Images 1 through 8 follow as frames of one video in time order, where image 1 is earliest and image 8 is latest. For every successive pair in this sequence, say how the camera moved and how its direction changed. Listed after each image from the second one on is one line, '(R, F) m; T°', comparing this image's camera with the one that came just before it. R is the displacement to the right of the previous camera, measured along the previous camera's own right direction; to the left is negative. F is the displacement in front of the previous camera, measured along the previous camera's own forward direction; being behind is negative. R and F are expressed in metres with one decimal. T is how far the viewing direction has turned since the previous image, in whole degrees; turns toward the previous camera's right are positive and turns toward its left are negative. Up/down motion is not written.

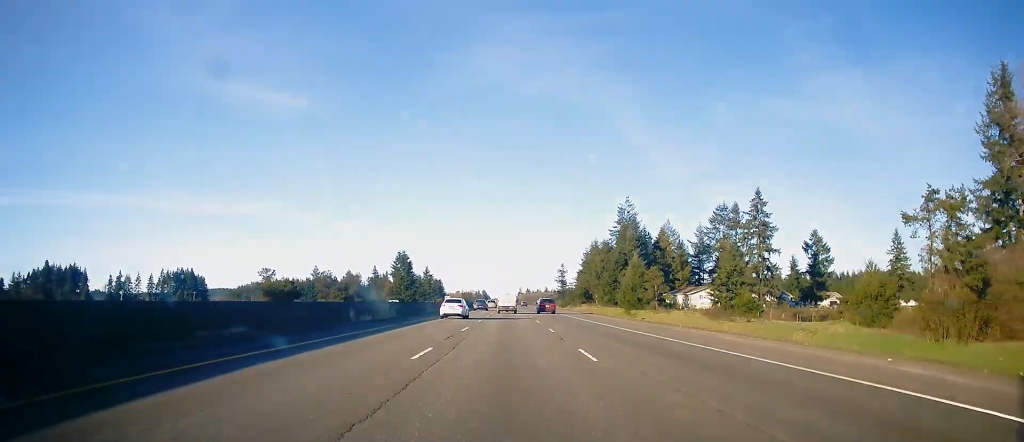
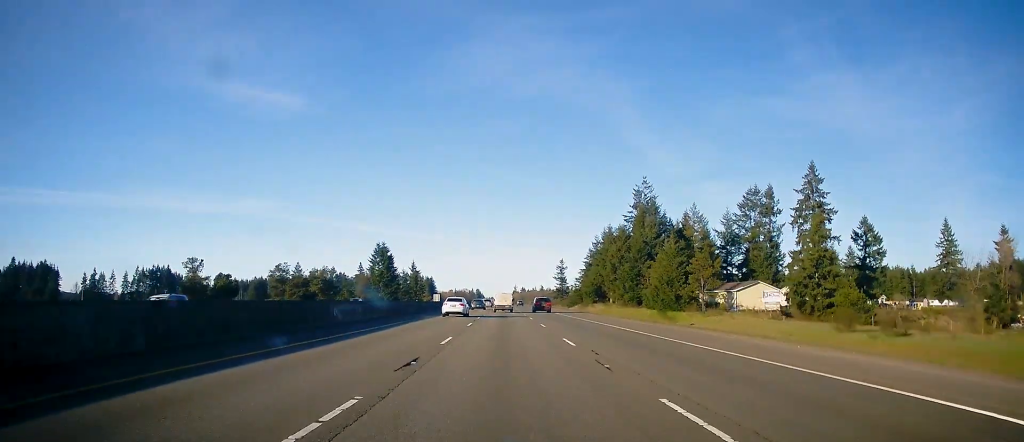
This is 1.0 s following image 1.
(0.0, +32.1) m; 0°
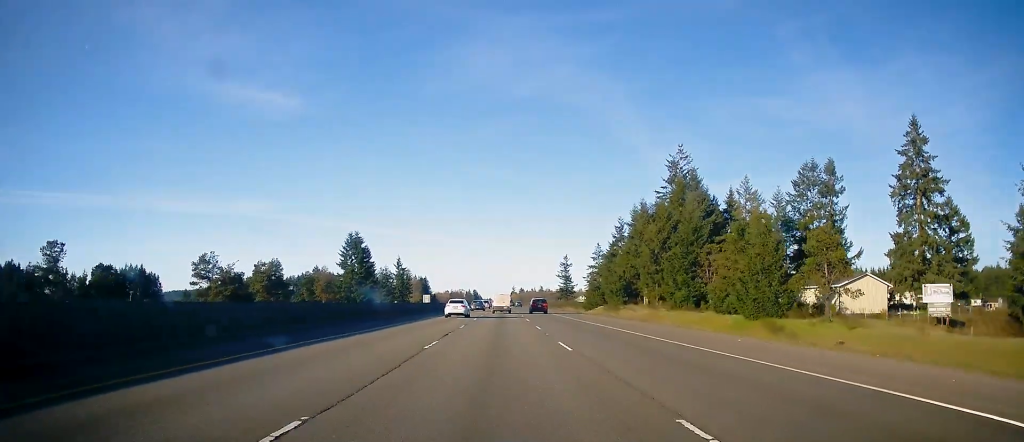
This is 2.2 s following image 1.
(0.0, +37.8) m; 0°
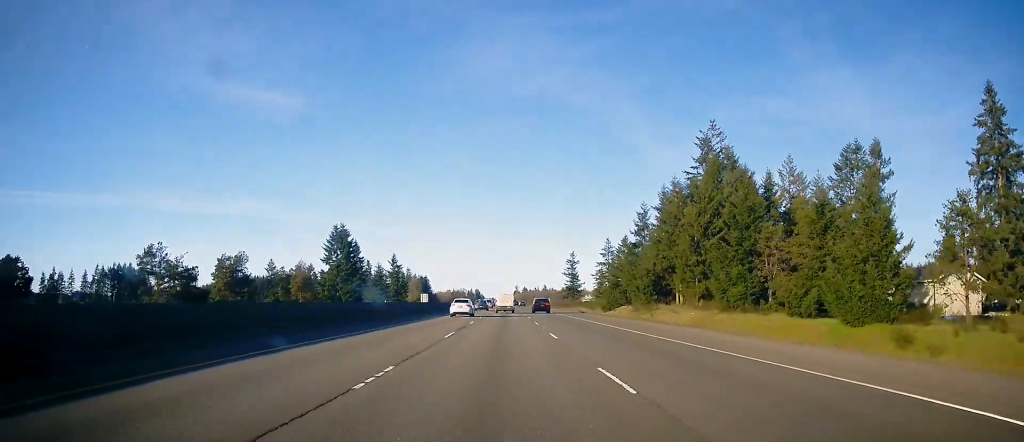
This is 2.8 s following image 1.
(0.0, +19.6) m; 0°
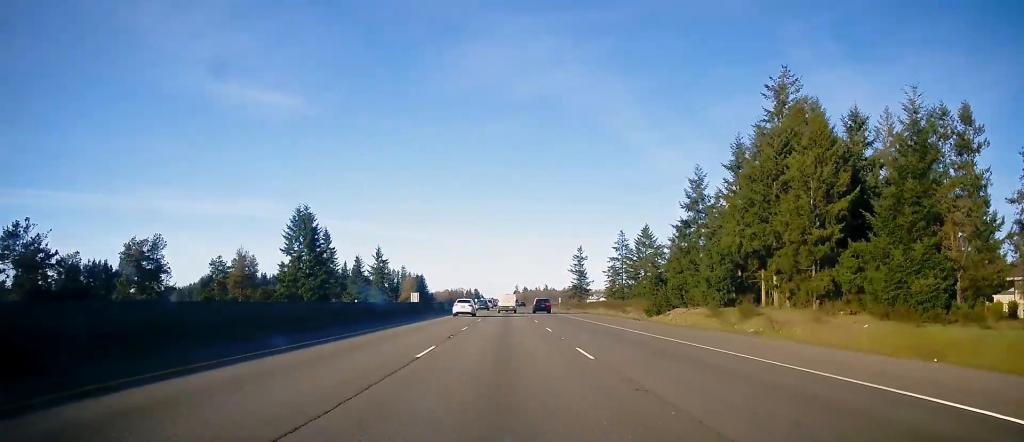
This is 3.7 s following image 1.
(0.0, +31.8) m; 0°
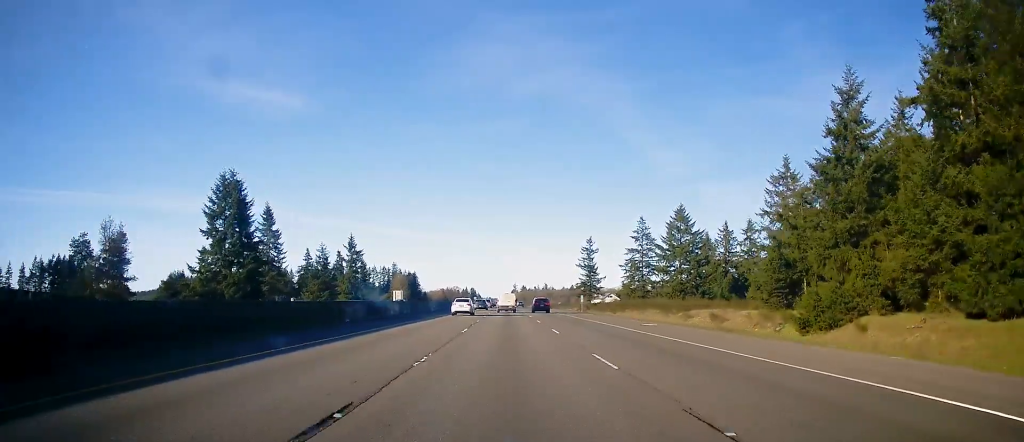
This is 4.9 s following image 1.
(0.0, +38.7) m; 0°
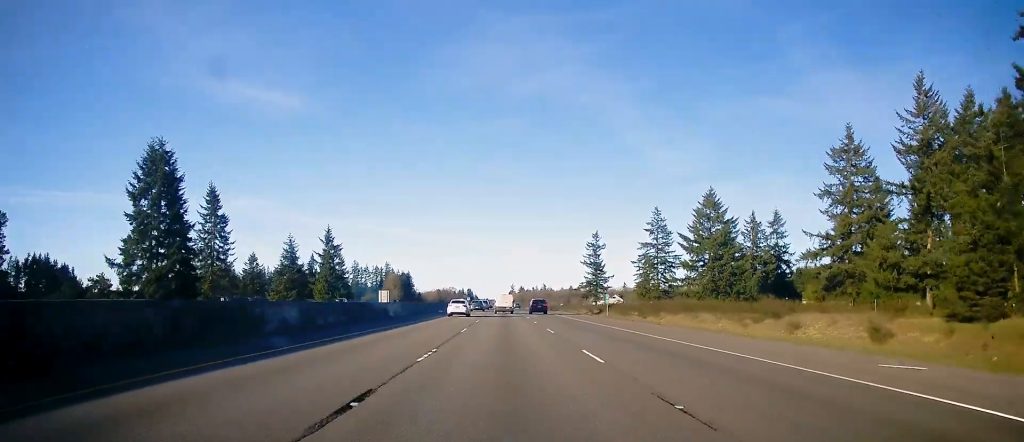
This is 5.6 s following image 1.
(0.0, +23.3) m; 0°
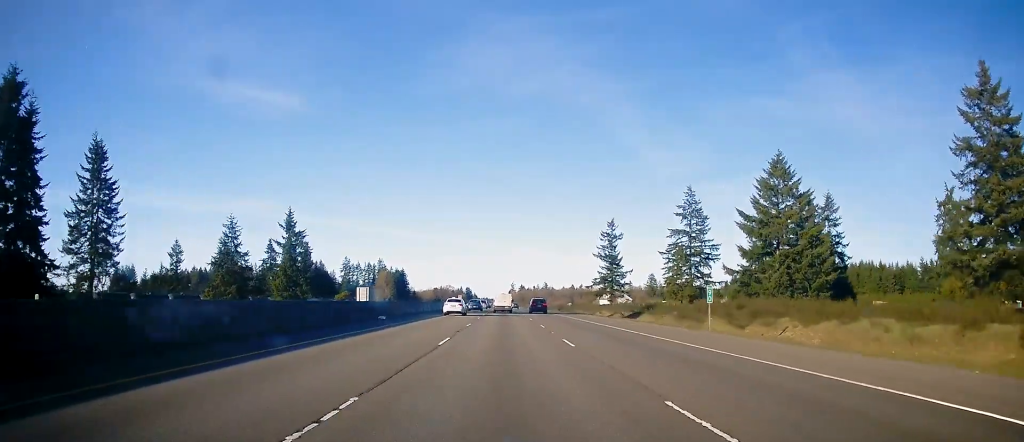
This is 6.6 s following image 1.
(0.0, +32.3) m; 0°
